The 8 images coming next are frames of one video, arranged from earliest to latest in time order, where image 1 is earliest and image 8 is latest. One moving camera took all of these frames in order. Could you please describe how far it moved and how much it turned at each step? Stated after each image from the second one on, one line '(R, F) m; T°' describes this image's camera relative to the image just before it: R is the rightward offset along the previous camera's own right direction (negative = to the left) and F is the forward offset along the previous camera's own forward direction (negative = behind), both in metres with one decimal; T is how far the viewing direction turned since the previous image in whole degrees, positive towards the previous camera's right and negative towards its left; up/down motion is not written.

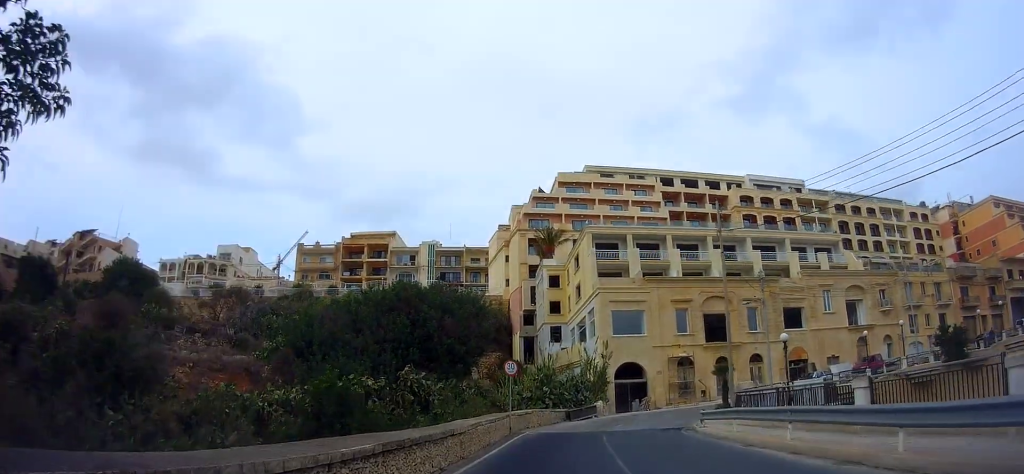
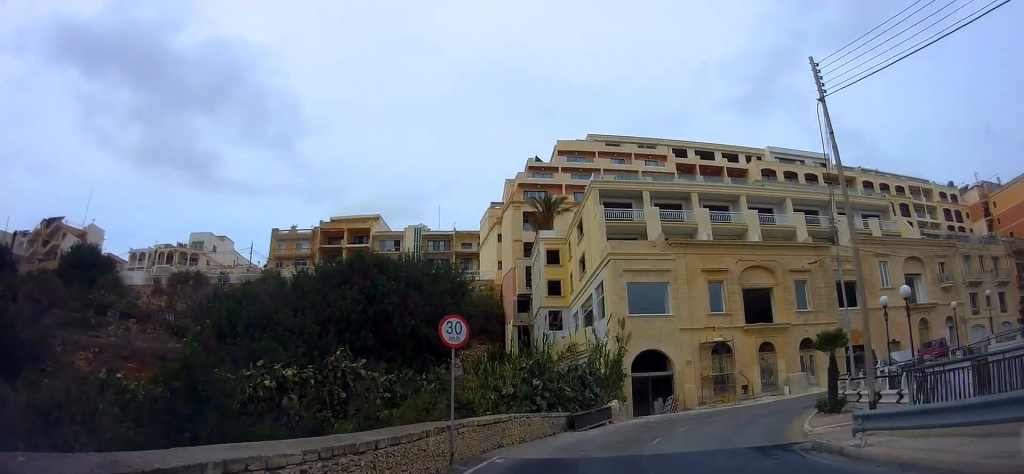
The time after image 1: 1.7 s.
(+0.3, +8.9) m; +2°
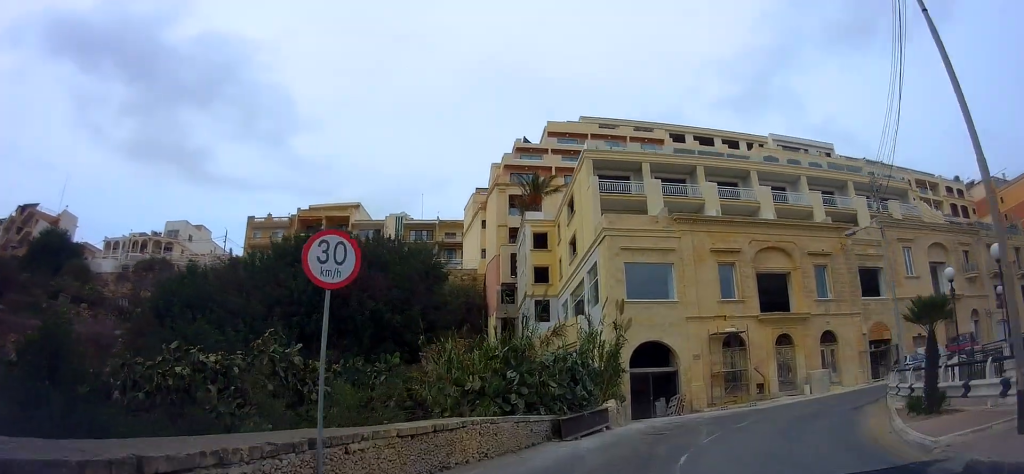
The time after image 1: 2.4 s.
(0.0, +4.8) m; +1°
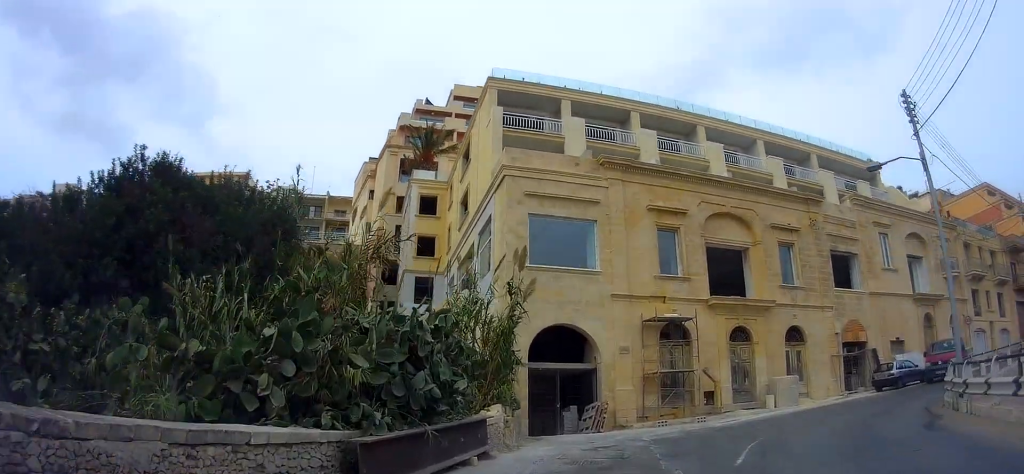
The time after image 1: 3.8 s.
(+0.3, +9.1) m; +8°
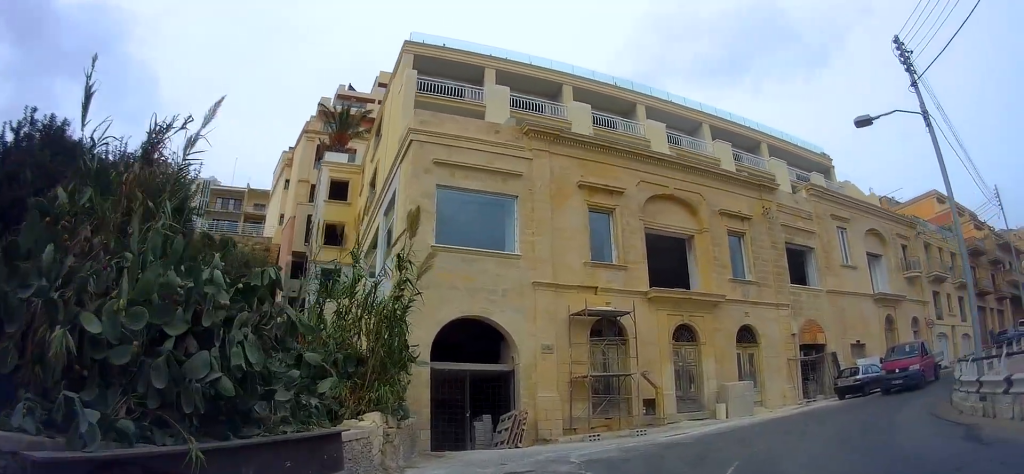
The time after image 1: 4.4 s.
(+0.3, +3.7) m; +4°
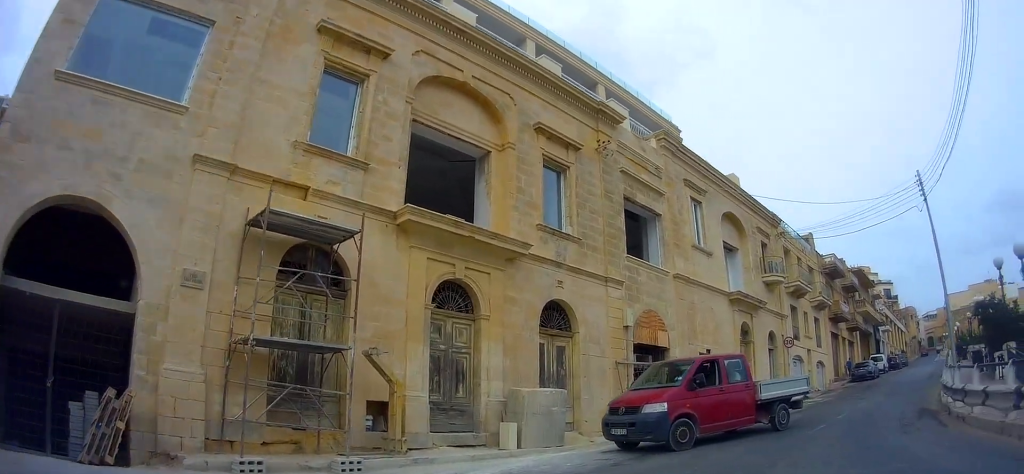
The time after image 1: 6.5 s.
(+1.7, +10.7) m; +22°
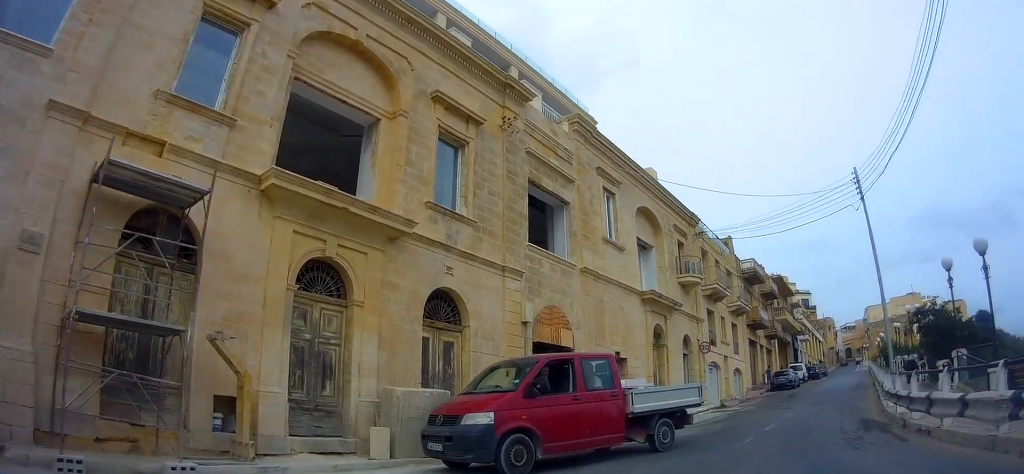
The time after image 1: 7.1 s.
(+0.2, +2.5) m; +10°
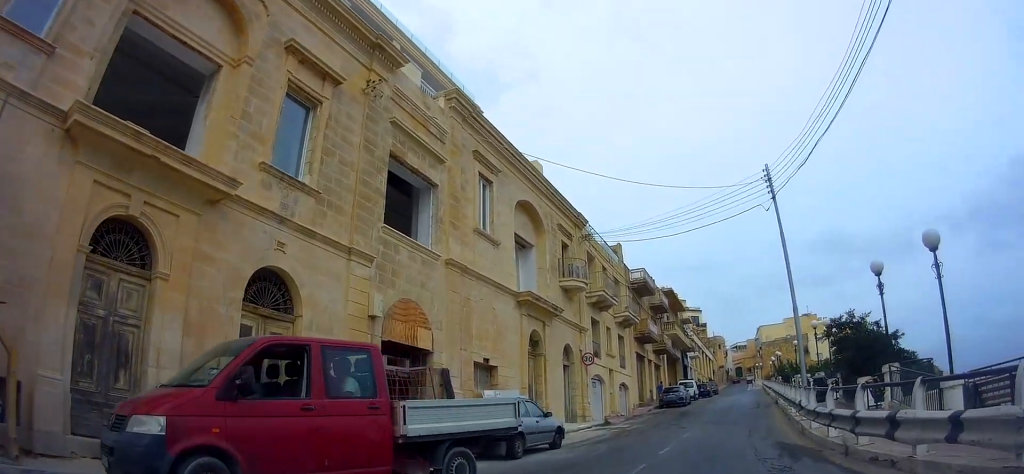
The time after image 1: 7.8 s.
(-0.1, +2.5) m; +13°
